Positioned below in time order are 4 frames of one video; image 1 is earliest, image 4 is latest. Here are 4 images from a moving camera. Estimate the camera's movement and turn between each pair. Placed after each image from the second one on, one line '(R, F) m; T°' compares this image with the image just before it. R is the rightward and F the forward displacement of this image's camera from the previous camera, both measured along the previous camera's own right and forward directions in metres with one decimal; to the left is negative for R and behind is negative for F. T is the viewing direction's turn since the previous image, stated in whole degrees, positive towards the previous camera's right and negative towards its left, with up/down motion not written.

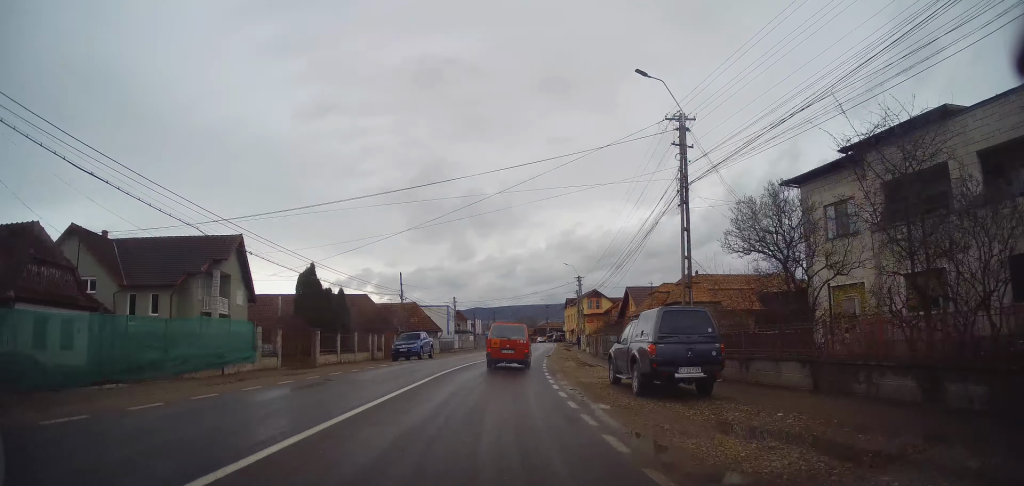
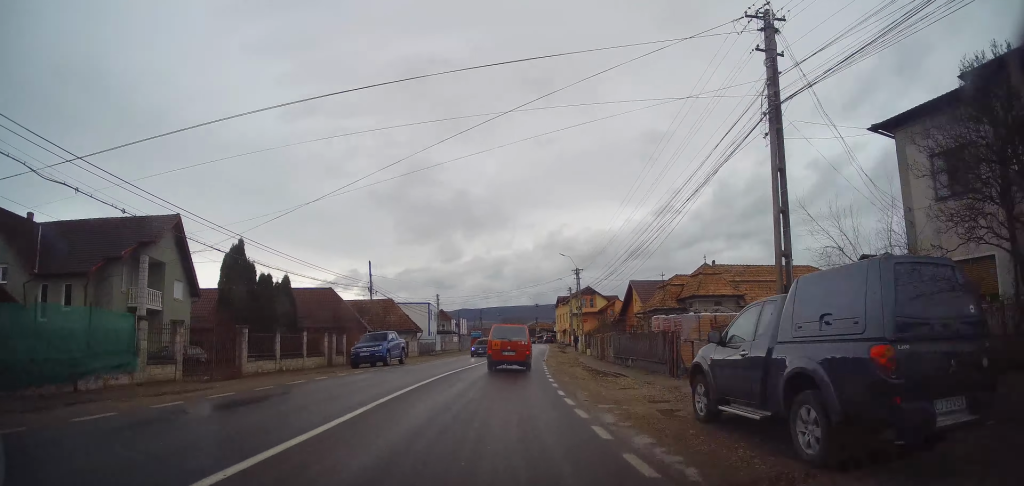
(0.0, +7.2) m; 0°
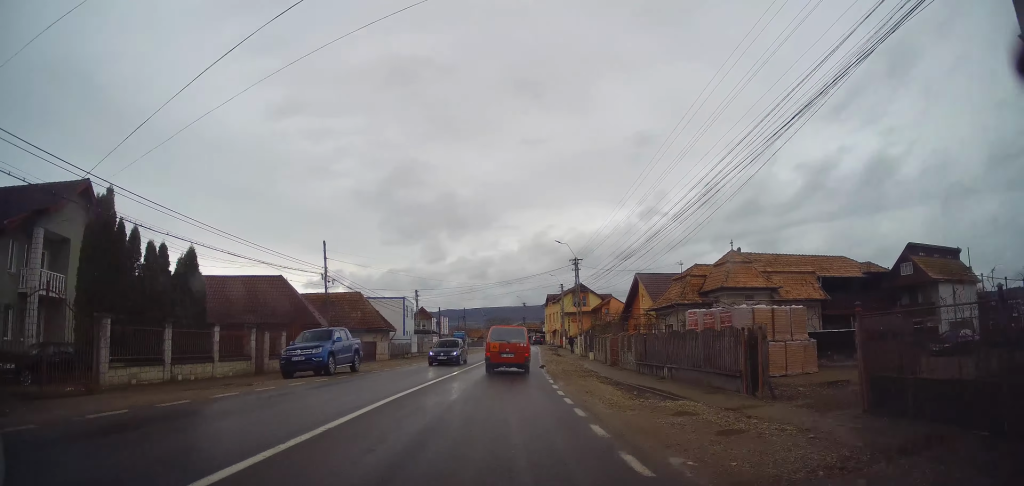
(0.0, +7.6) m; +1°
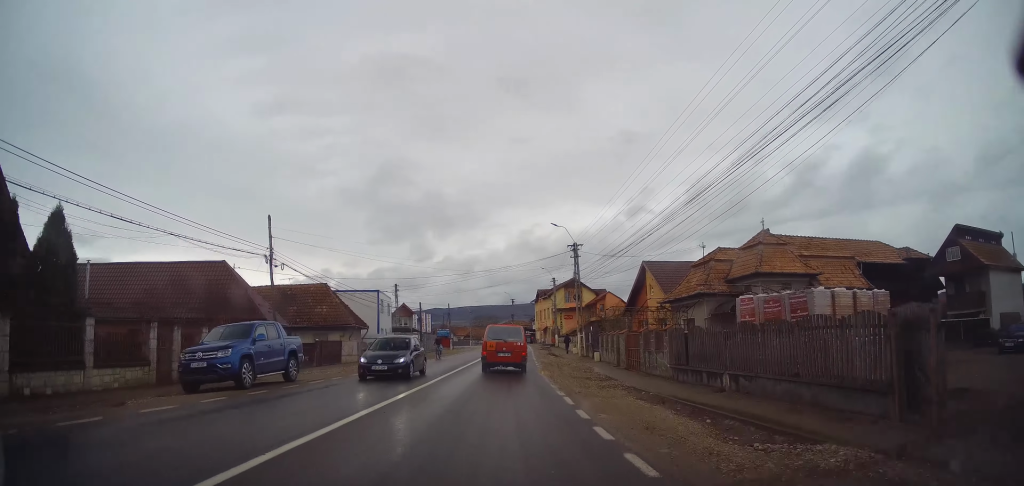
(-0.1, +6.2) m; +1°
